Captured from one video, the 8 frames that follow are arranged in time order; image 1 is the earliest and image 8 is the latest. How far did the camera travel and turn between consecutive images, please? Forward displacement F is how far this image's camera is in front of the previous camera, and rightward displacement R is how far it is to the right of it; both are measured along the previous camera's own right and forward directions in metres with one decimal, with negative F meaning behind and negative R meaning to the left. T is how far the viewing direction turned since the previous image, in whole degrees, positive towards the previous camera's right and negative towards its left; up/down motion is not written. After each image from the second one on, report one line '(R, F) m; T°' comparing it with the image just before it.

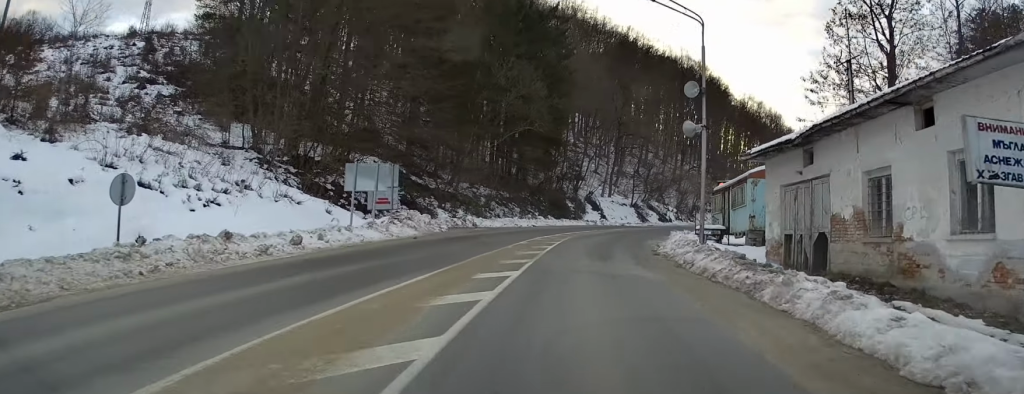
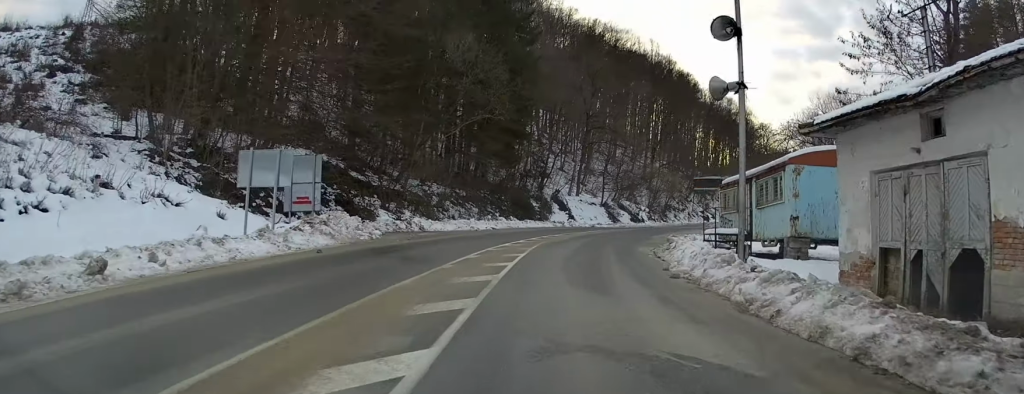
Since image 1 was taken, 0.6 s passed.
(+0.2, +7.4) m; +3°
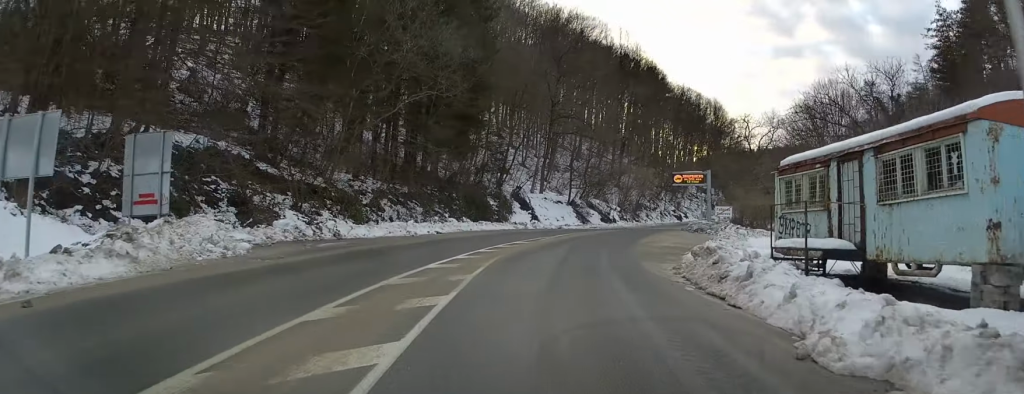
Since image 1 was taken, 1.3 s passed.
(+0.3, +9.5) m; +3°
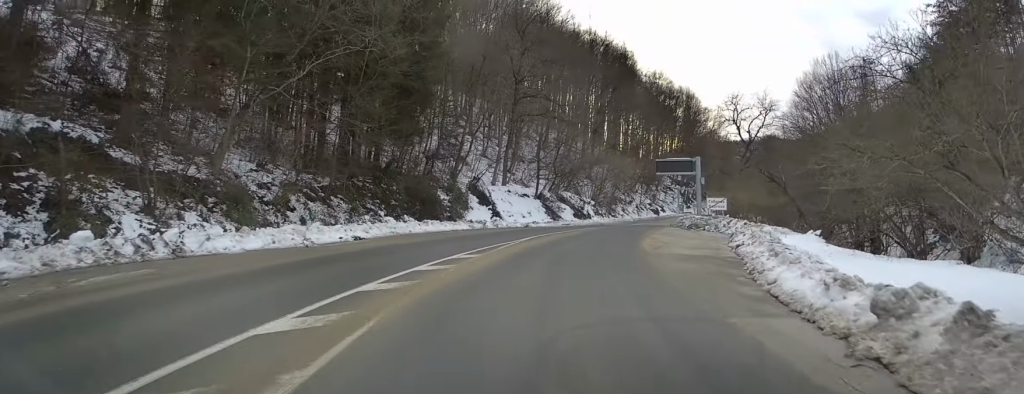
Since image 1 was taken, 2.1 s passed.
(+0.4, +10.5) m; +2°
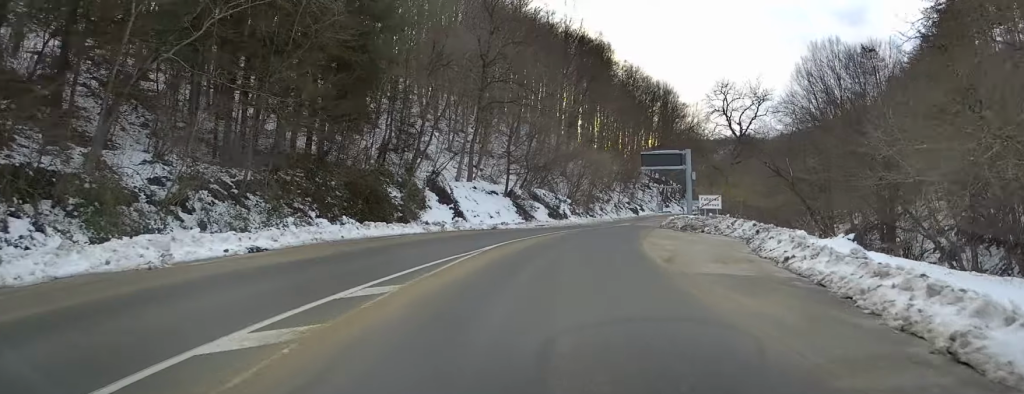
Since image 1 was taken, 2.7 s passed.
(0.0, +7.5) m; +1°
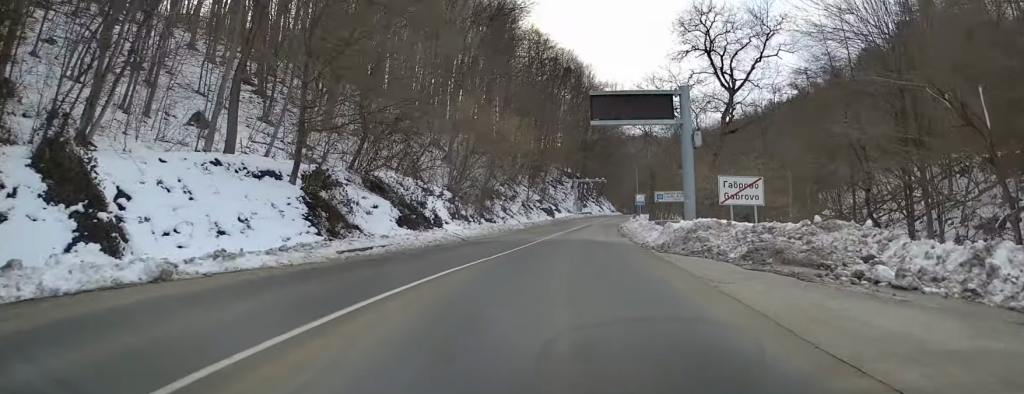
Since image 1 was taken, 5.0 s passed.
(+2.4, +30.6) m; +10°
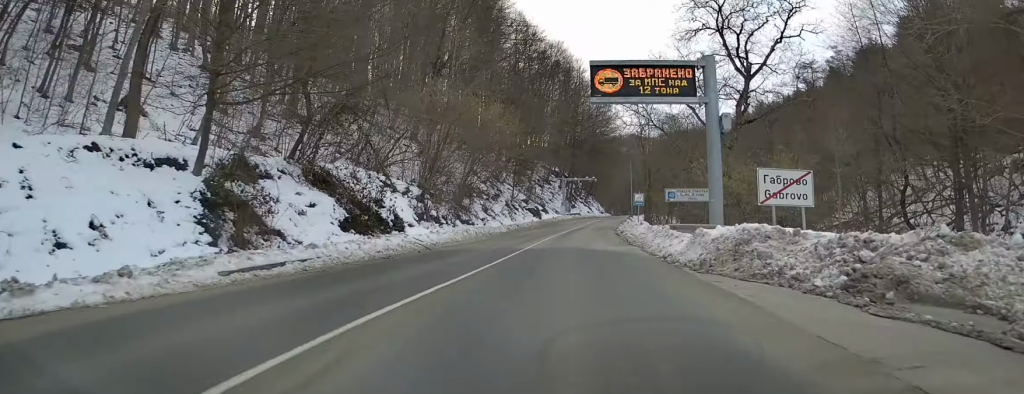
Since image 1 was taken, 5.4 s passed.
(+0.2, +6.3) m; +1°
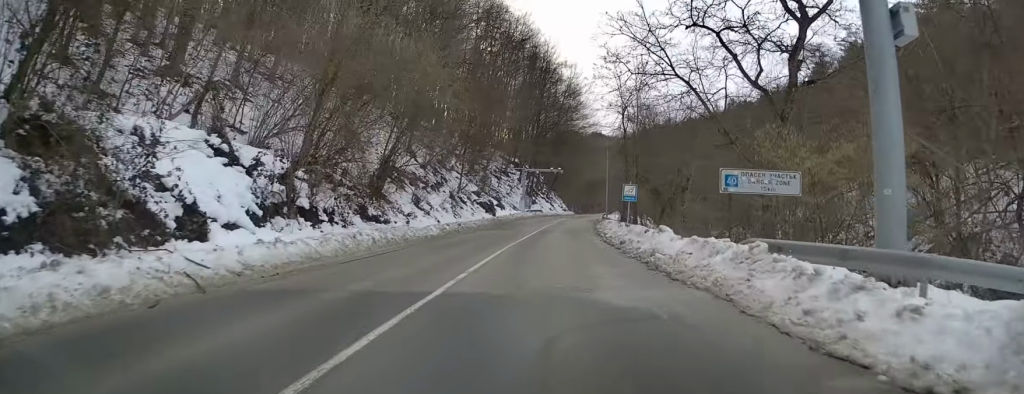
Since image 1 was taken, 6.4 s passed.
(+0.3, +13.7) m; +2°
